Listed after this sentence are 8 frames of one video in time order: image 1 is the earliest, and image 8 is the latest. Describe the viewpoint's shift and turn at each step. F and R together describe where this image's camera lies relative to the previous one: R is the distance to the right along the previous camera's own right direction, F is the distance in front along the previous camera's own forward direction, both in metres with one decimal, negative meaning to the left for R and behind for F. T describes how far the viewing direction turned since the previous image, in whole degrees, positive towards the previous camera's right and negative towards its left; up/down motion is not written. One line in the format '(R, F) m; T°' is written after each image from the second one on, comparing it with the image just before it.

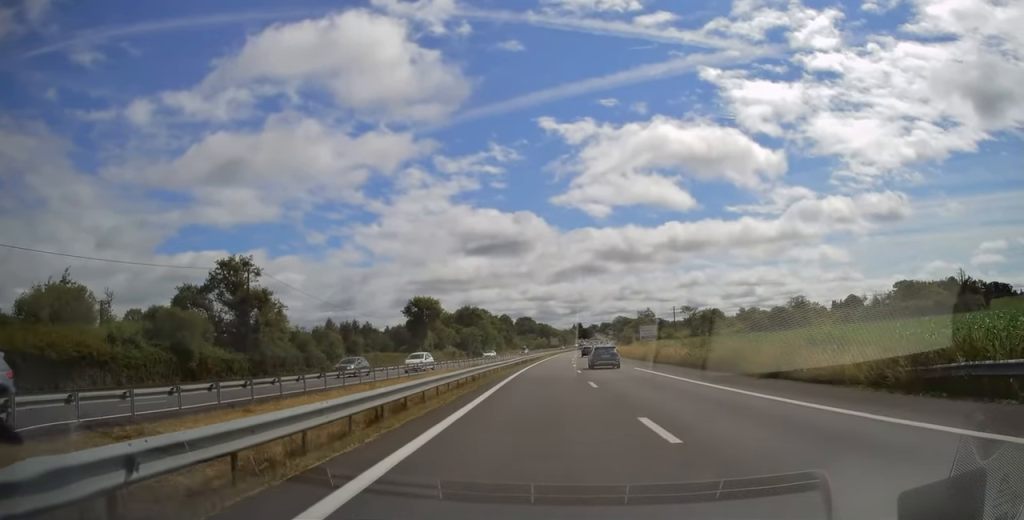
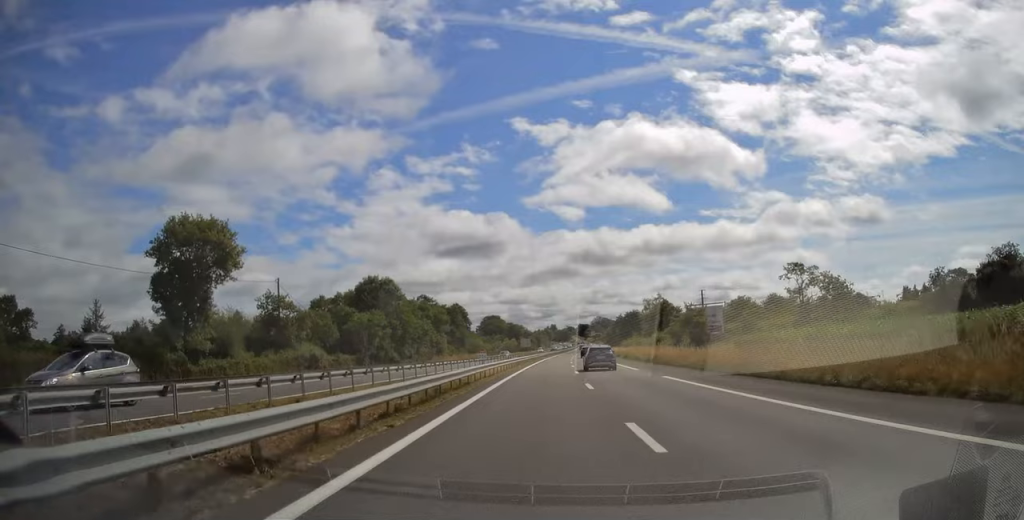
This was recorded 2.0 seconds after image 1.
(+1.2, +63.1) m; +3°
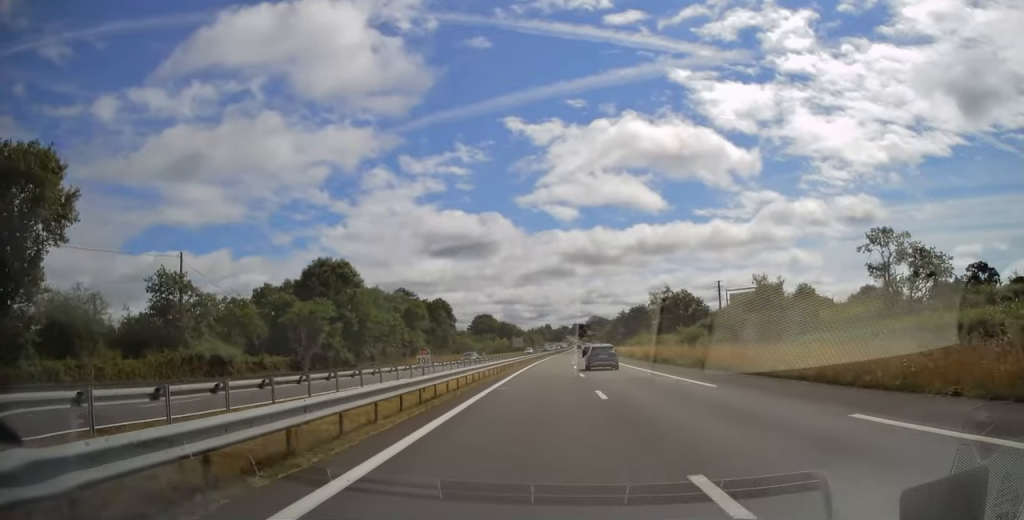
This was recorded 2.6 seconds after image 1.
(+0.4, +17.1) m; +1°
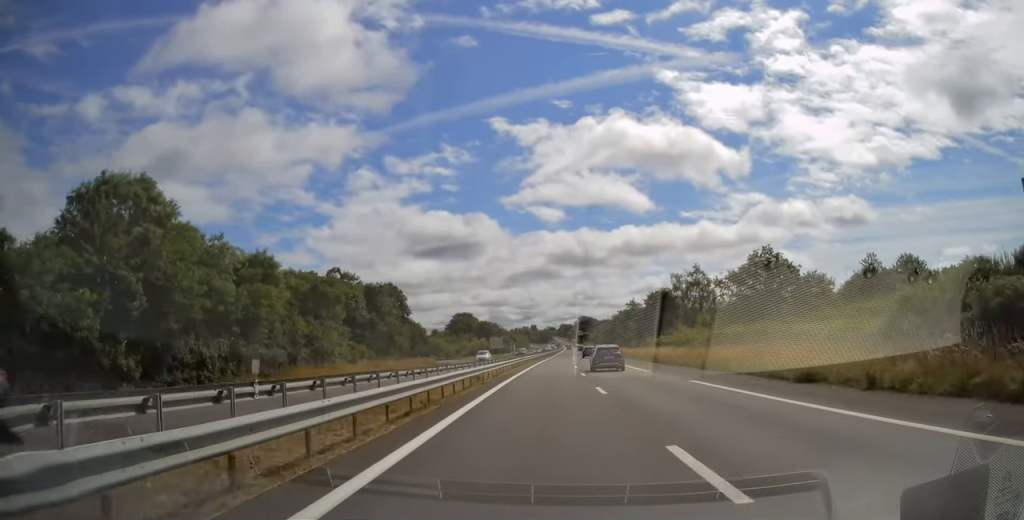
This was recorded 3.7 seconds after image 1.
(+0.2, +35.7) m; +1°
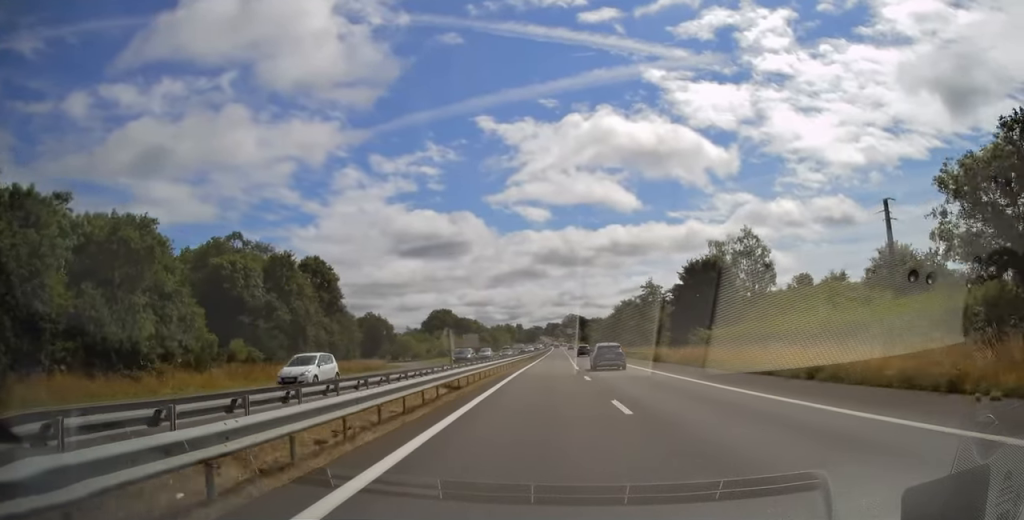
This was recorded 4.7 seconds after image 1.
(+0.4, +30.5) m; +1°
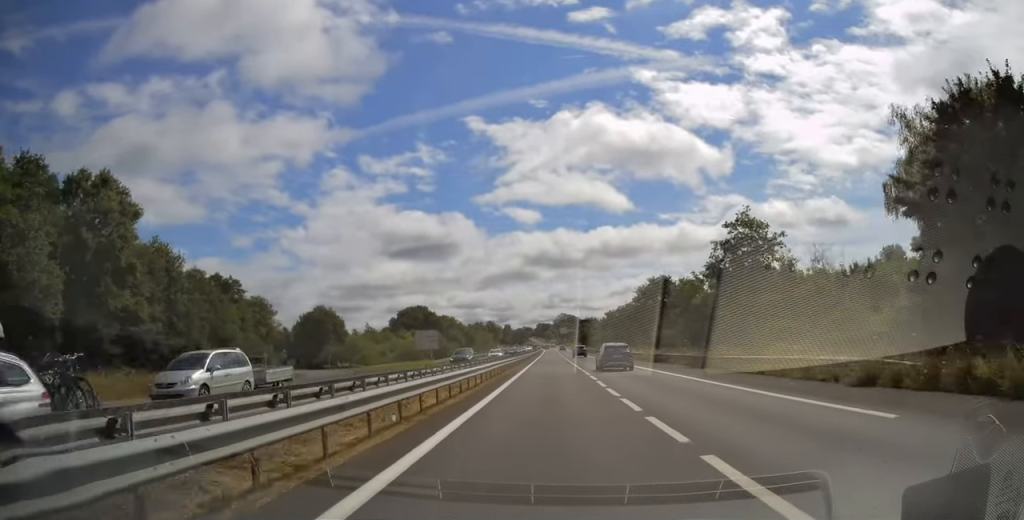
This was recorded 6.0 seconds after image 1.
(+0.5, +41.3) m; +1°
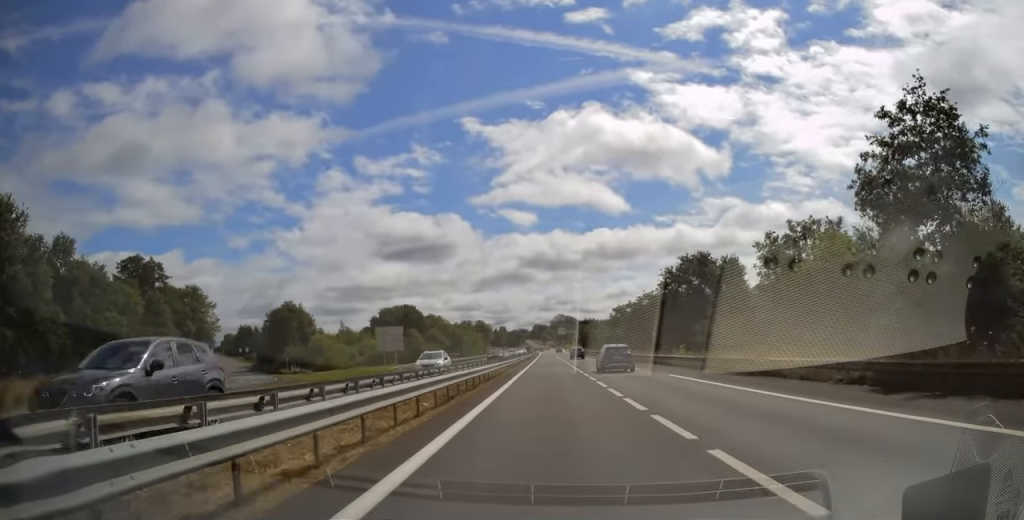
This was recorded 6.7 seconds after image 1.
(+0.3, +20.6) m; +1°
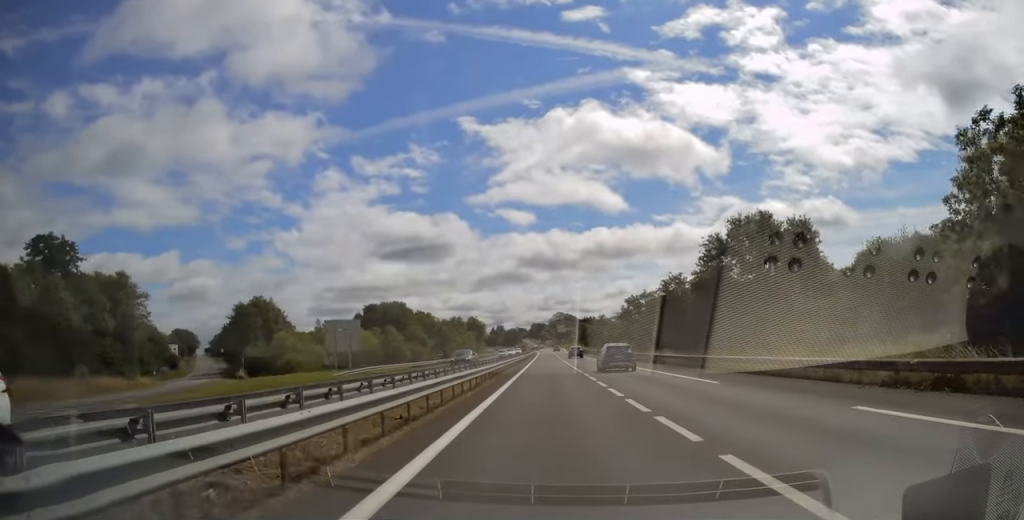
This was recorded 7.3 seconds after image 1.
(+0.1, +17.0) m; 0°
